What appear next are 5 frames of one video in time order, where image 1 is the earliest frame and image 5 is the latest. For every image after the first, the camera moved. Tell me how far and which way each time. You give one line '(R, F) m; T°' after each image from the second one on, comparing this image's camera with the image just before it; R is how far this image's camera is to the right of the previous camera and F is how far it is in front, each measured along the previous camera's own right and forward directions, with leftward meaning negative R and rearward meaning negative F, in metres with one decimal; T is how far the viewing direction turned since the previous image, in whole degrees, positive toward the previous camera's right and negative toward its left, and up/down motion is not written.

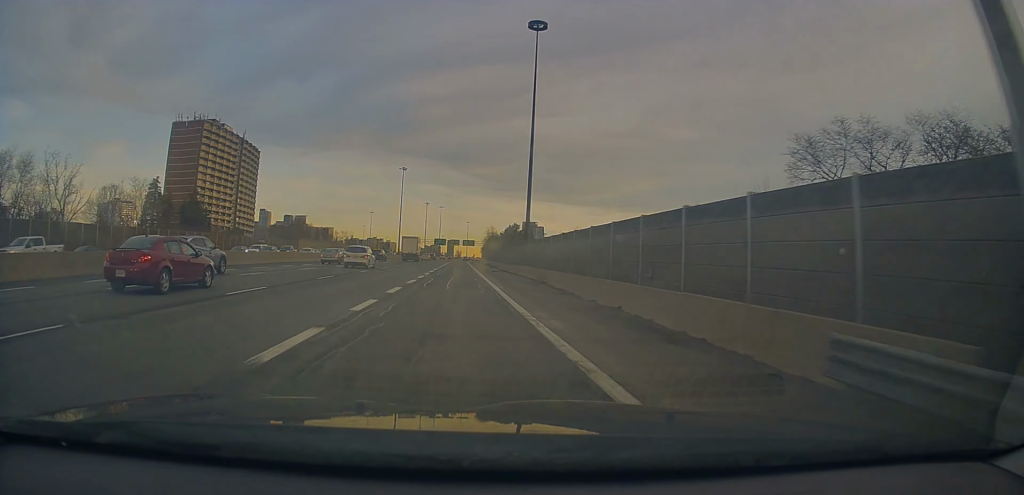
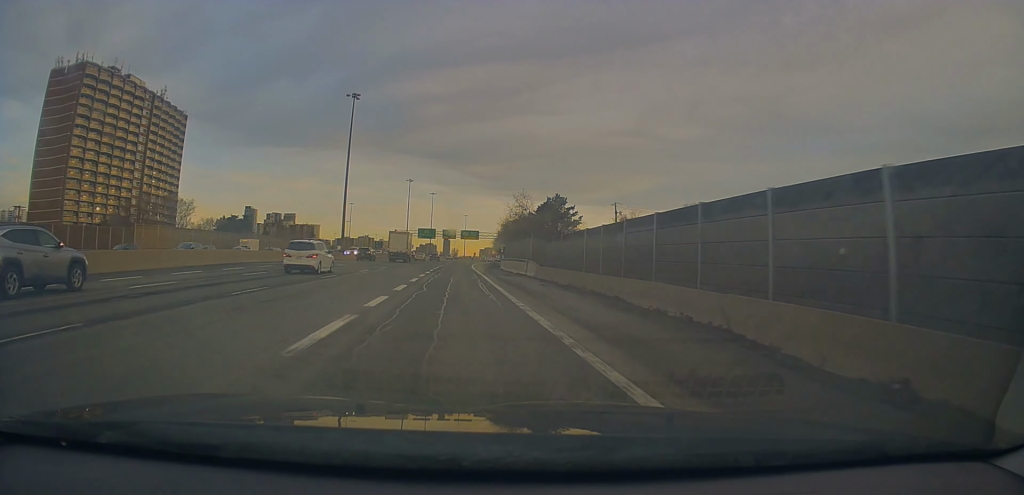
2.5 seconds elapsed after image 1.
(+0.2, +76.8) m; 0°
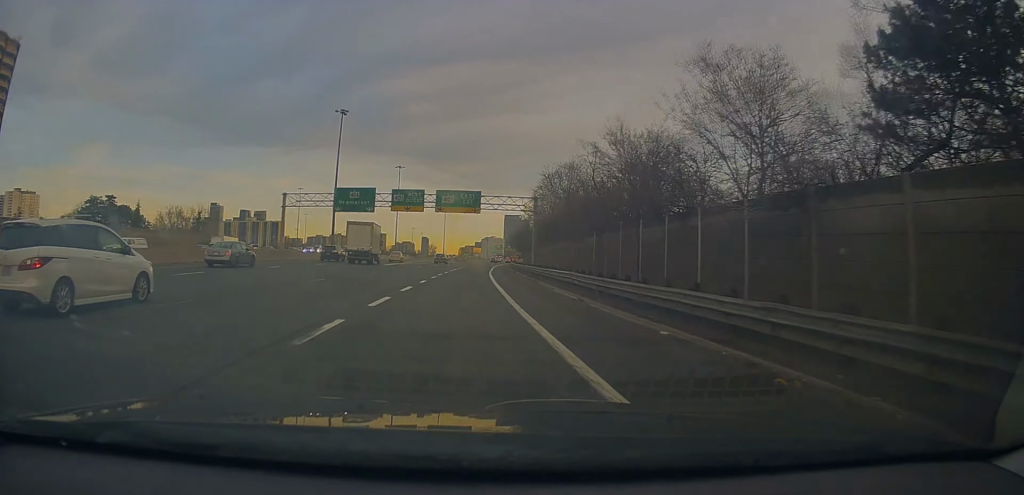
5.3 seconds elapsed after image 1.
(+0.7, +88.9) m; +1°
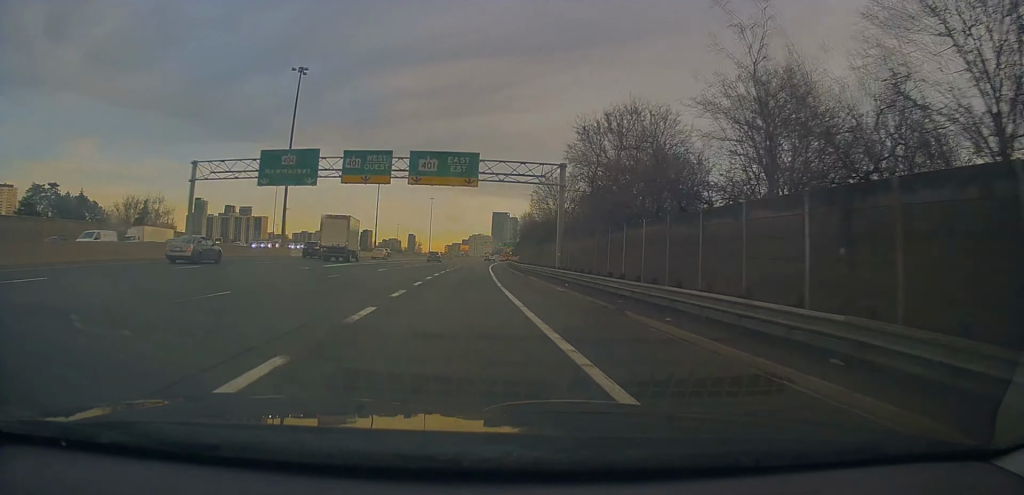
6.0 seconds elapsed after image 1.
(0.0, +21.5) m; +1°
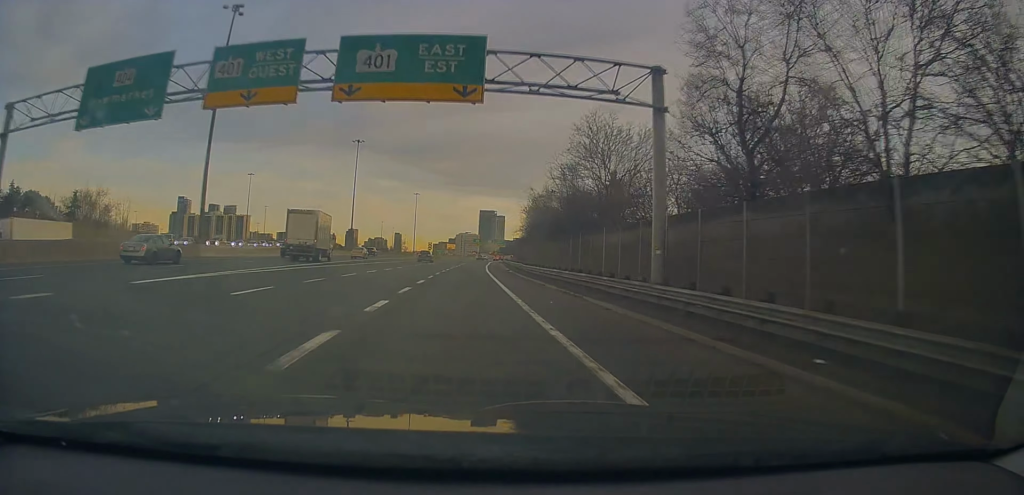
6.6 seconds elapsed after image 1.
(+0.1, +21.6) m; +1°
